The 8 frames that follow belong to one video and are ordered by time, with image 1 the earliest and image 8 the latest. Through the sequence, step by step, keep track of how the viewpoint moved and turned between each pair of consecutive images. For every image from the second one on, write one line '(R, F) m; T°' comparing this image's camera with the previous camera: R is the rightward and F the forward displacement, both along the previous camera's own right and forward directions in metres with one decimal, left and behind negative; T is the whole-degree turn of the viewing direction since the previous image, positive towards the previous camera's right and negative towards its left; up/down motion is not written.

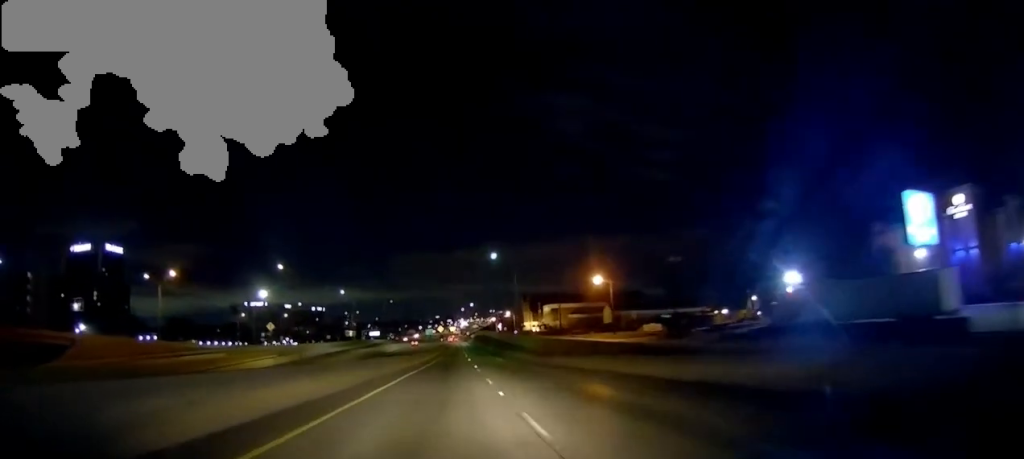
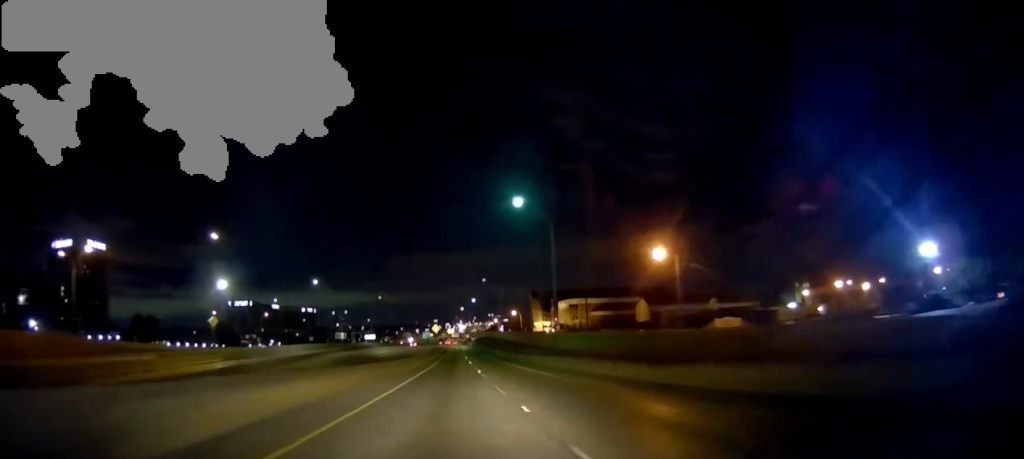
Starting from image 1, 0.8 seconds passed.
(-0.8, +27.7) m; 0°
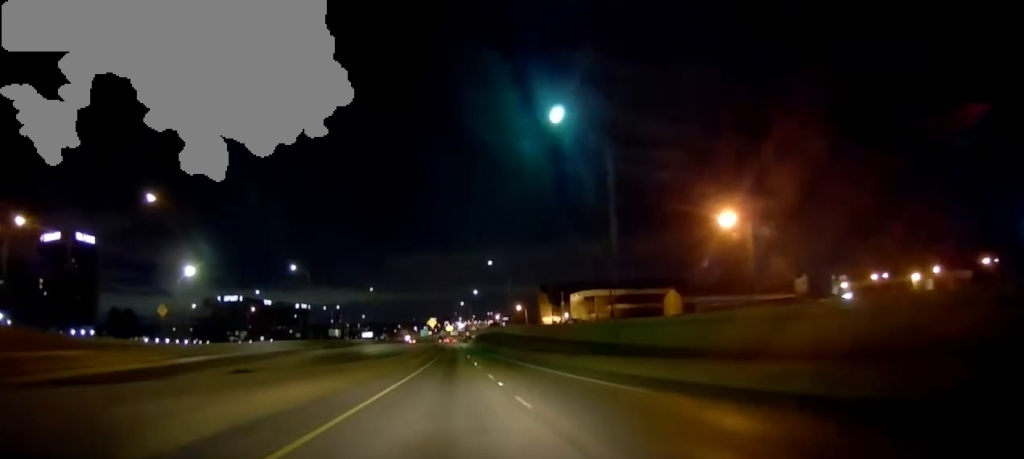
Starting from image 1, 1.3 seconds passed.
(+0.2, +16.6) m; +1°
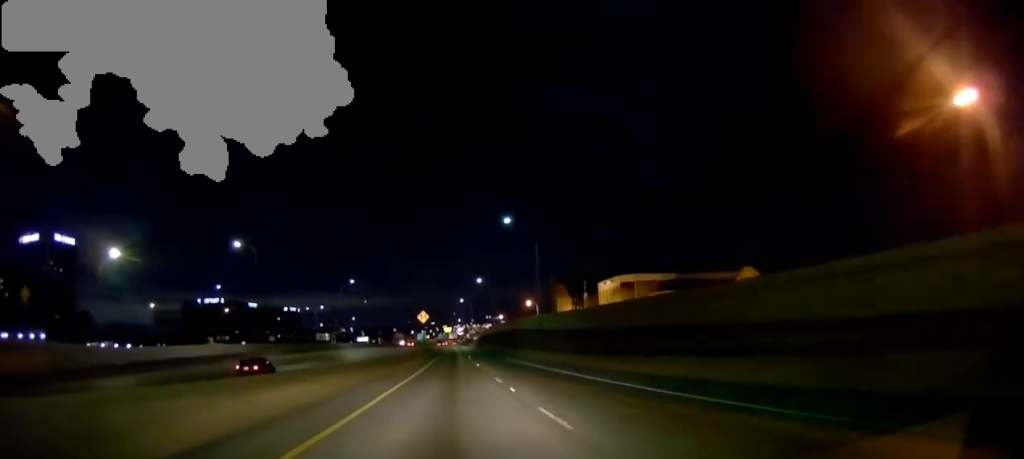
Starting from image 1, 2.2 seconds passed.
(+0.5, +27.7) m; +1°
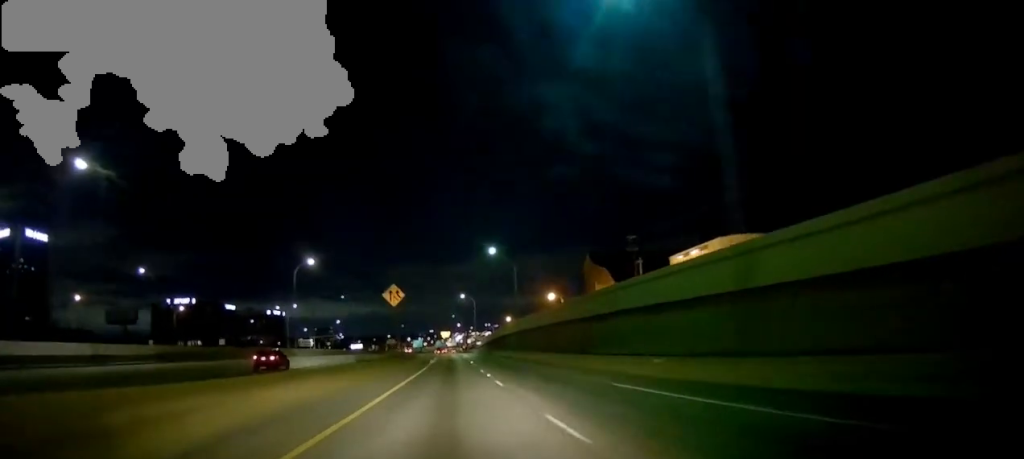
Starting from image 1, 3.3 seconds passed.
(0.0, +38.8) m; 0°
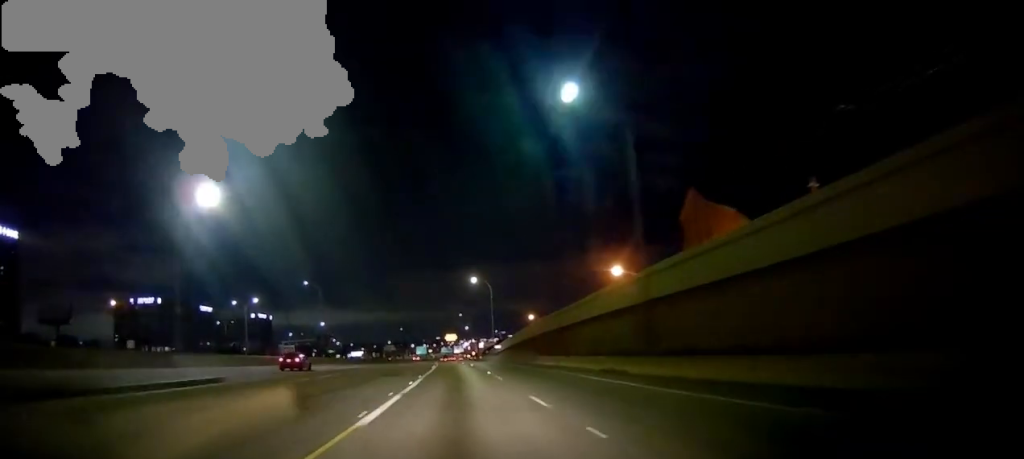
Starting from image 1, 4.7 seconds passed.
(0.0, +43.9) m; 0°
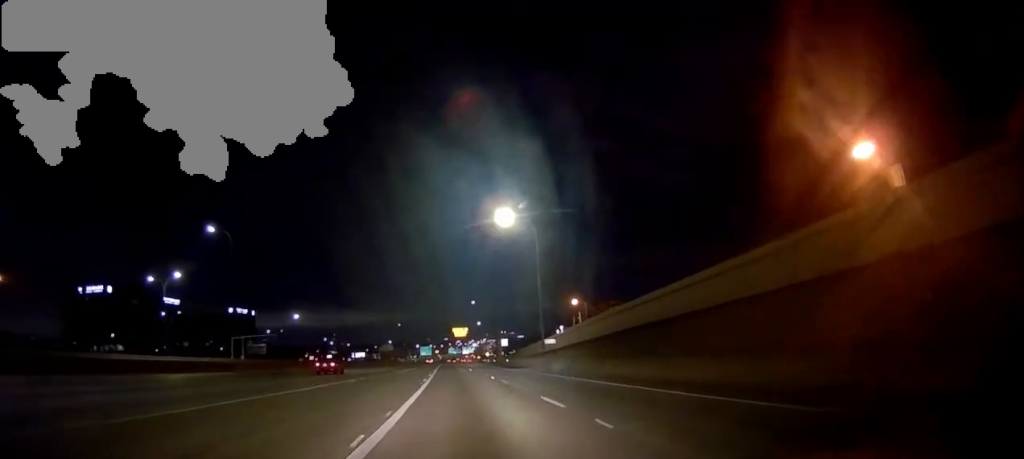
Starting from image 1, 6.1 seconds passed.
(-0.3, +47.9) m; -2°
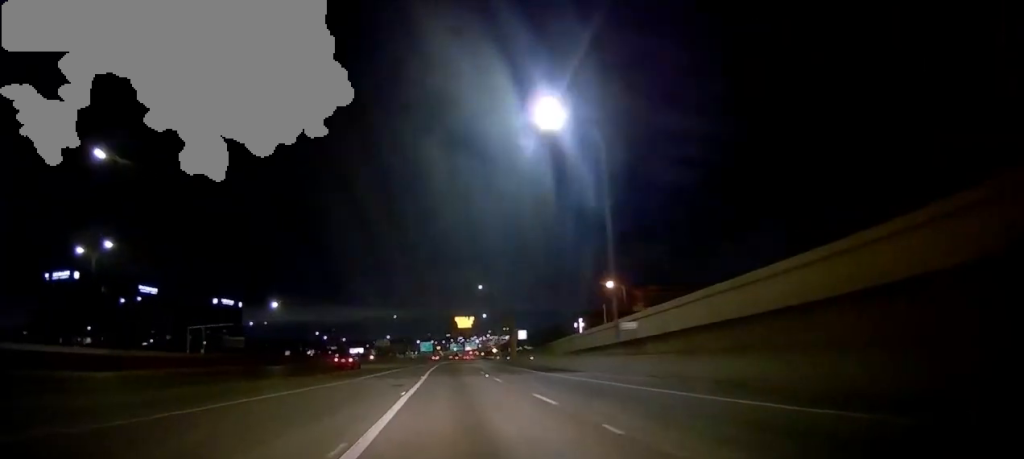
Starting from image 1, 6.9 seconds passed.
(-0.7, +23.9) m; 0°
